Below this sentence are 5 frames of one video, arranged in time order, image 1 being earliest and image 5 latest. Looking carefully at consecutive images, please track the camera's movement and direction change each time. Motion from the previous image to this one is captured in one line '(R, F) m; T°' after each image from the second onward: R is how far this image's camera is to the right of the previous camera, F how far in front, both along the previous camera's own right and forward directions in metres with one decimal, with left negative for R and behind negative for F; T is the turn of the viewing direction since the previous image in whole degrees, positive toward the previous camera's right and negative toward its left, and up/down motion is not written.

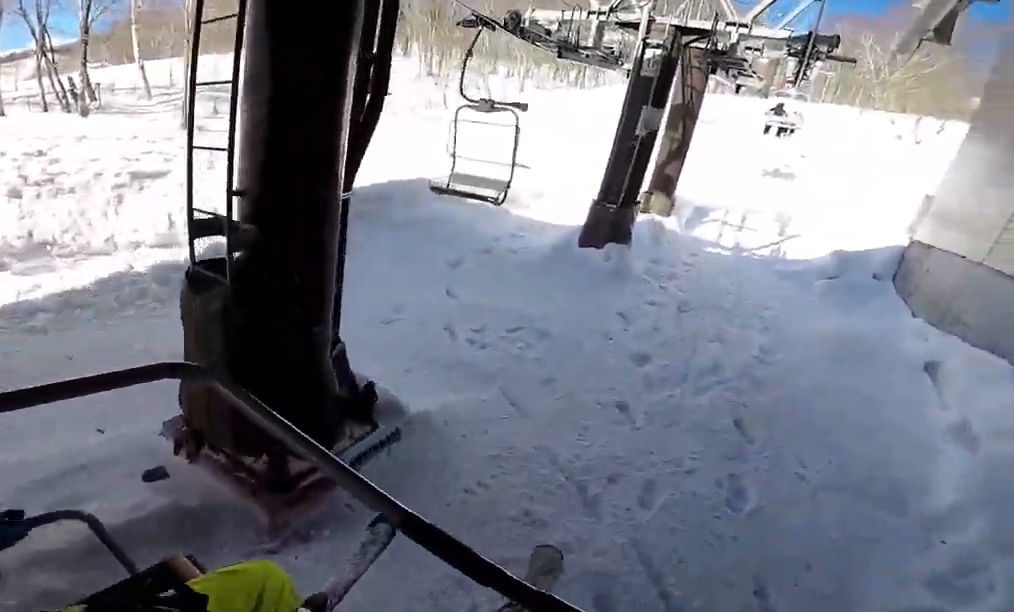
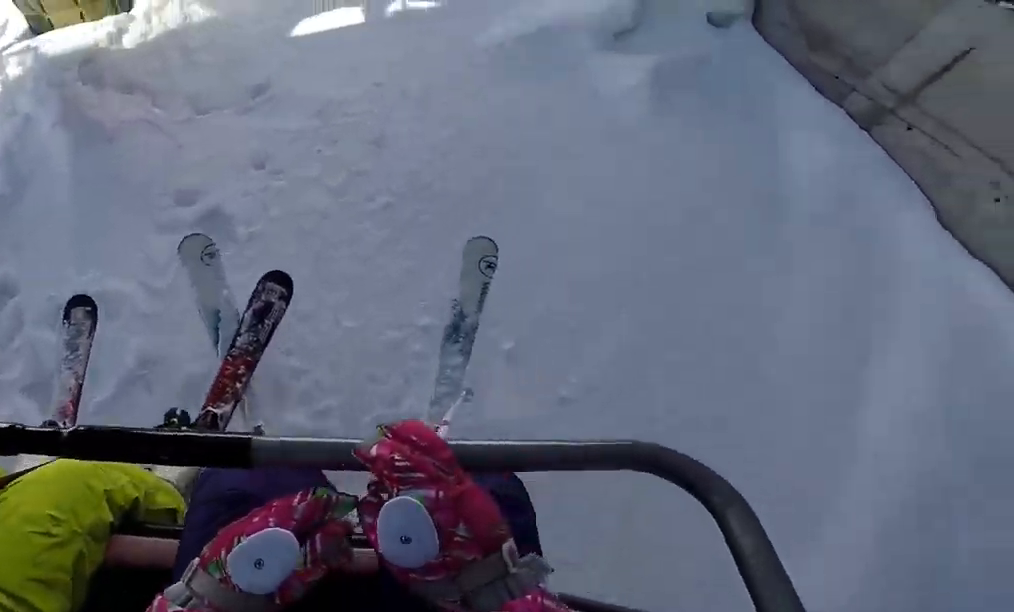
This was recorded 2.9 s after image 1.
(-2.3, +10.8) m; -26°
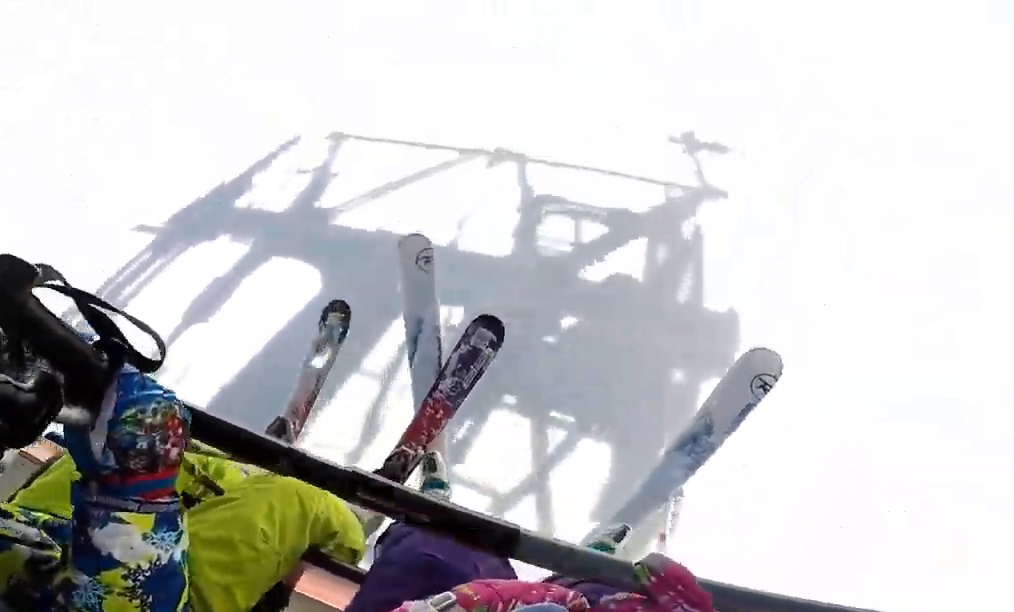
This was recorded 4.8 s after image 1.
(+1.6, +7.1) m; +15°
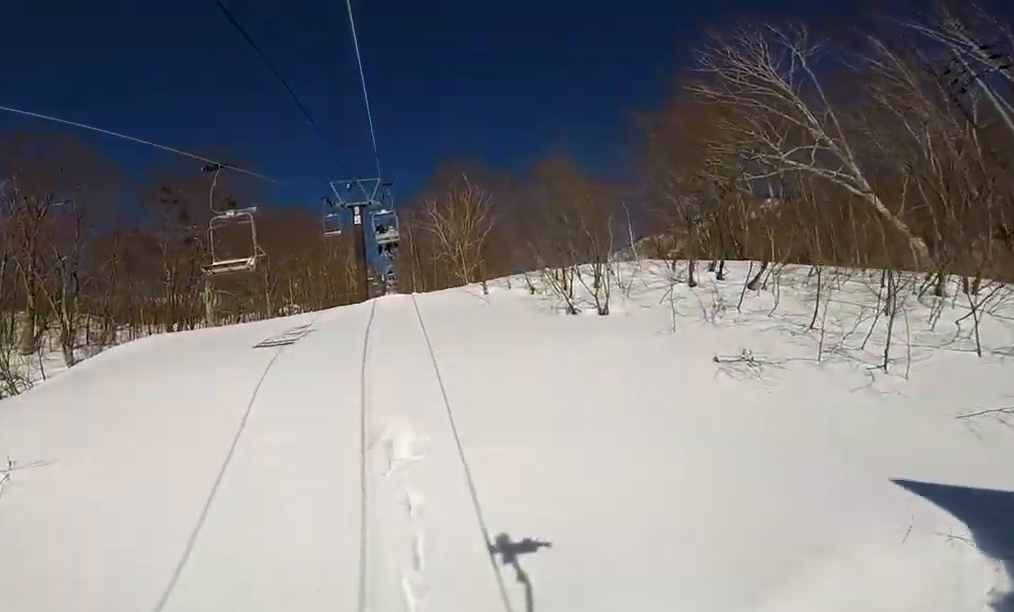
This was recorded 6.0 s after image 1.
(0.0, +4.5) m; 0°
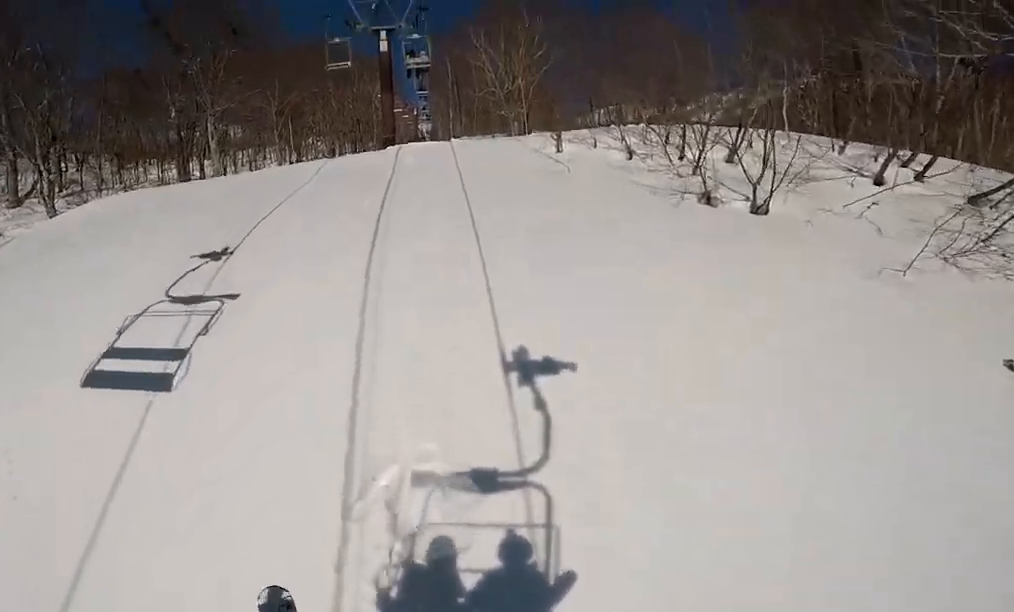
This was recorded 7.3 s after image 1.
(-0.6, +4.3) m; -18°
